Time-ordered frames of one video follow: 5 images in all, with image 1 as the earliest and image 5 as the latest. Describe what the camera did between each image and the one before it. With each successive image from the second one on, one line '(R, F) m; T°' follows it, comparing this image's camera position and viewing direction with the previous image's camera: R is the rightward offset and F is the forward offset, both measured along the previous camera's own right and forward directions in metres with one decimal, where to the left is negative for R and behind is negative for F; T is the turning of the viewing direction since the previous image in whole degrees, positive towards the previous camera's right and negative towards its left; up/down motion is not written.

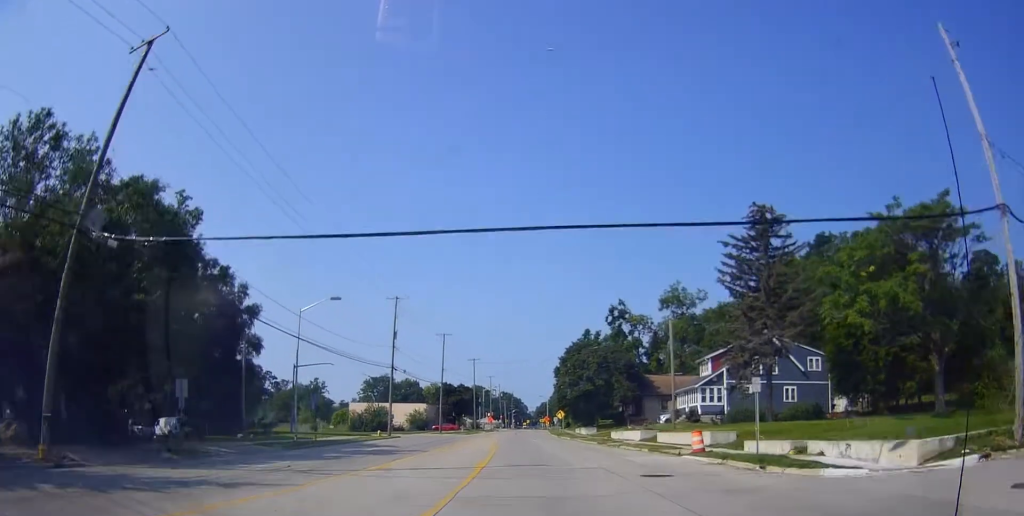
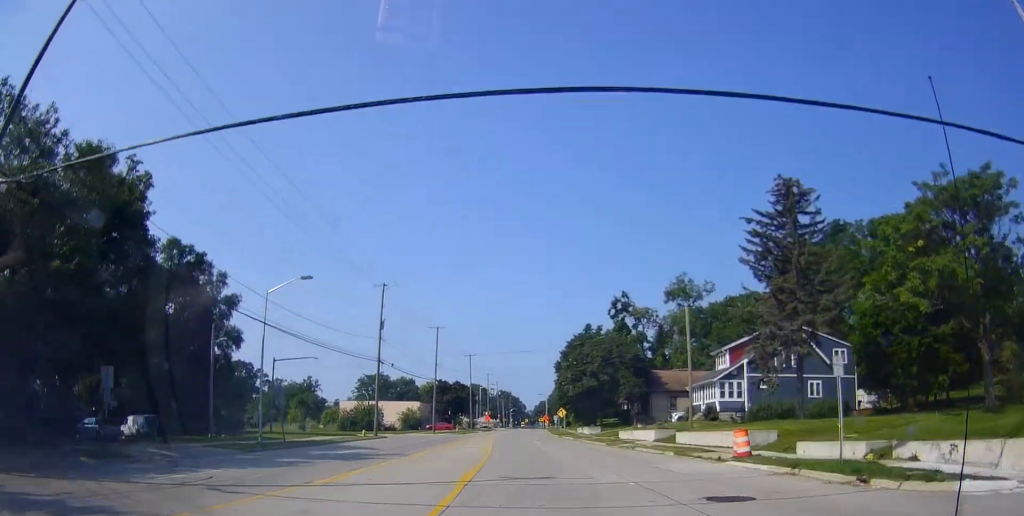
(-0.1, +5.5) m; 0°
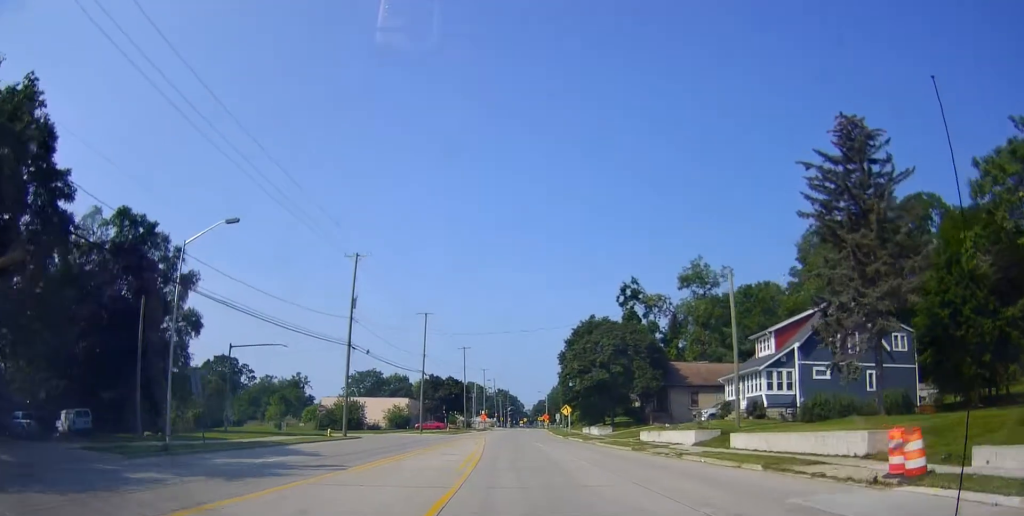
(0.0, +9.9) m; -2°
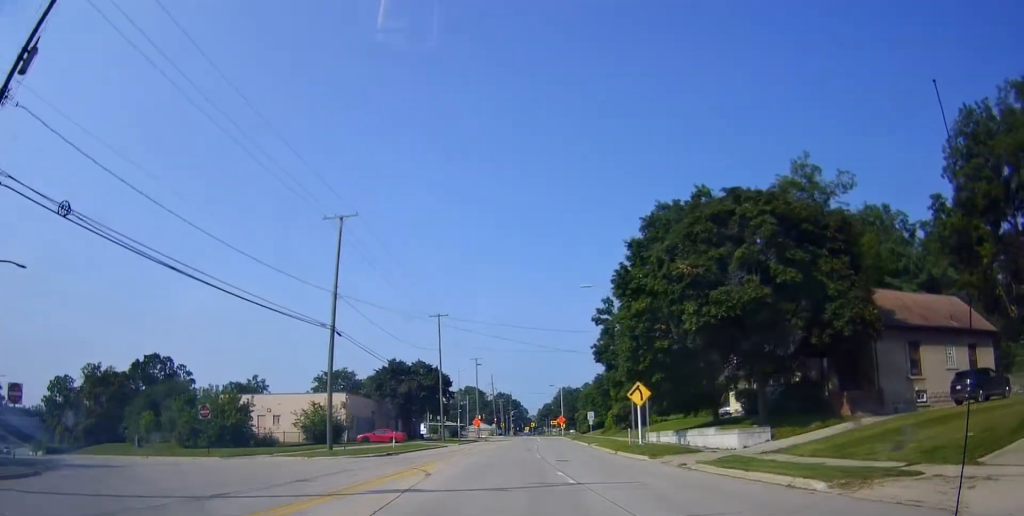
(+0.9, +39.1) m; +2°
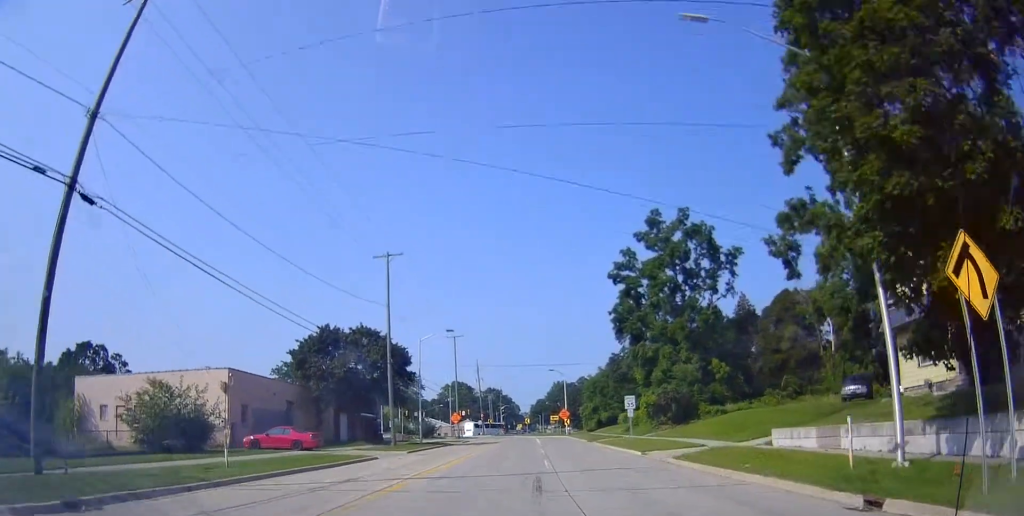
(-0.7, +24.6) m; 0°
